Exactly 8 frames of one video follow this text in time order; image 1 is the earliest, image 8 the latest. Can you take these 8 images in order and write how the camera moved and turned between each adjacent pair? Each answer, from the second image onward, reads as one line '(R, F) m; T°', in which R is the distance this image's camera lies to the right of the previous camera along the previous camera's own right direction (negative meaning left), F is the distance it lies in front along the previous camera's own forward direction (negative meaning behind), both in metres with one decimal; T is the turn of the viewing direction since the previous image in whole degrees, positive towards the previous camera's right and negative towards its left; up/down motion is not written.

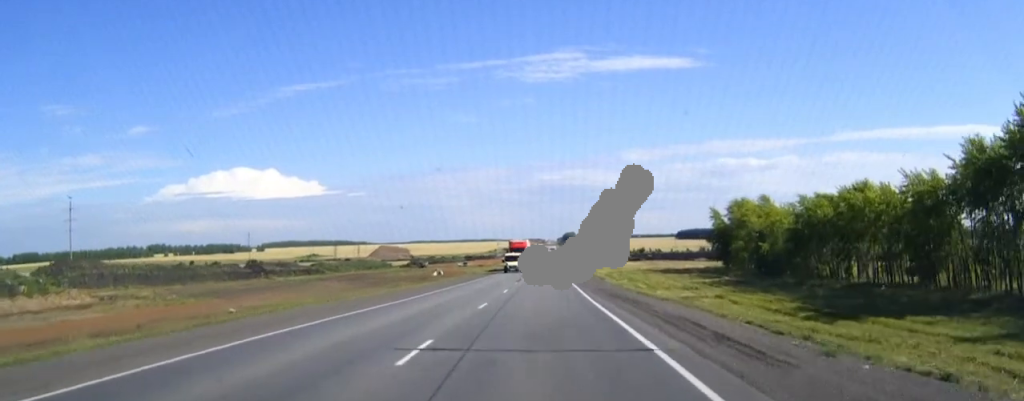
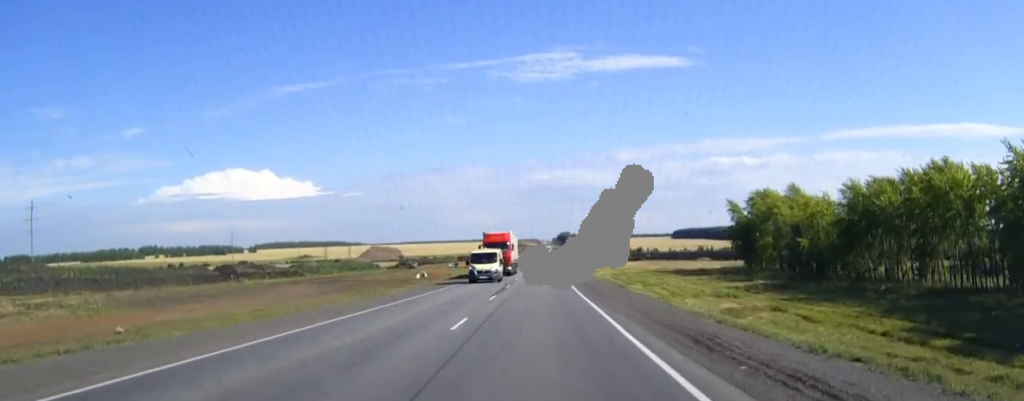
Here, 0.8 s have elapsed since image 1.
(+0.1, +17.9) m; 0°
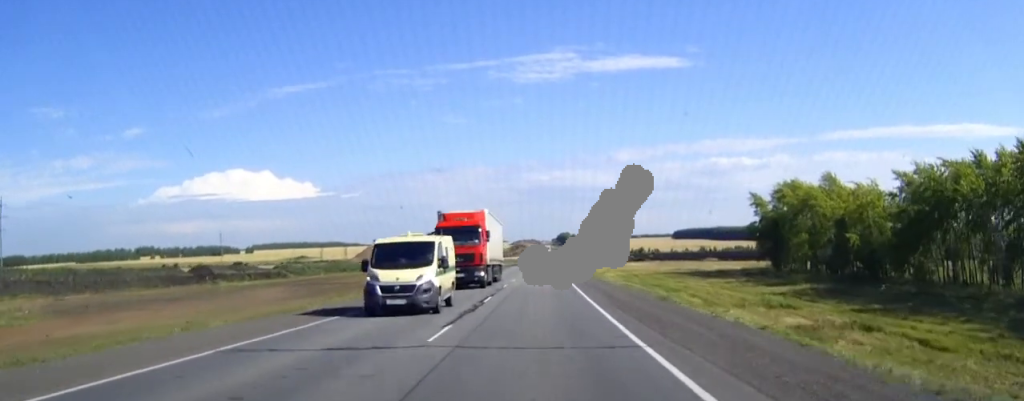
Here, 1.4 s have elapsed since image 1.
(0.0, +14.8) m; 0°
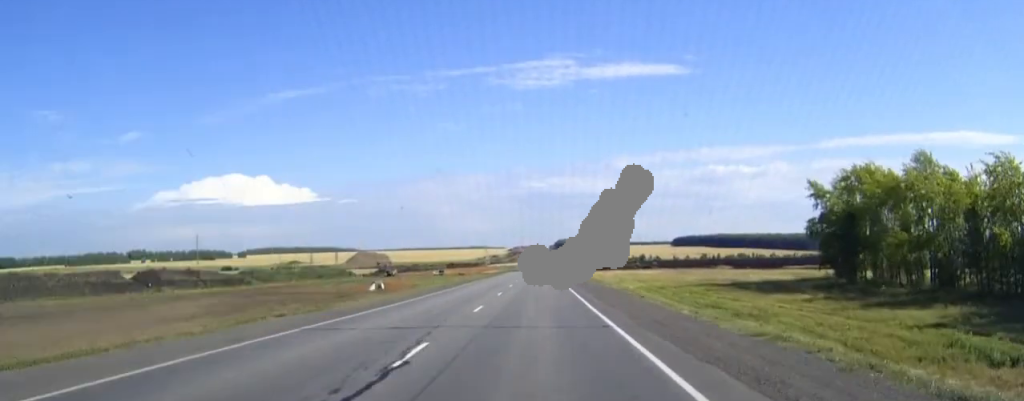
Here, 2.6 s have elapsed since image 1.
(+0.1, +26.9) m; 0°
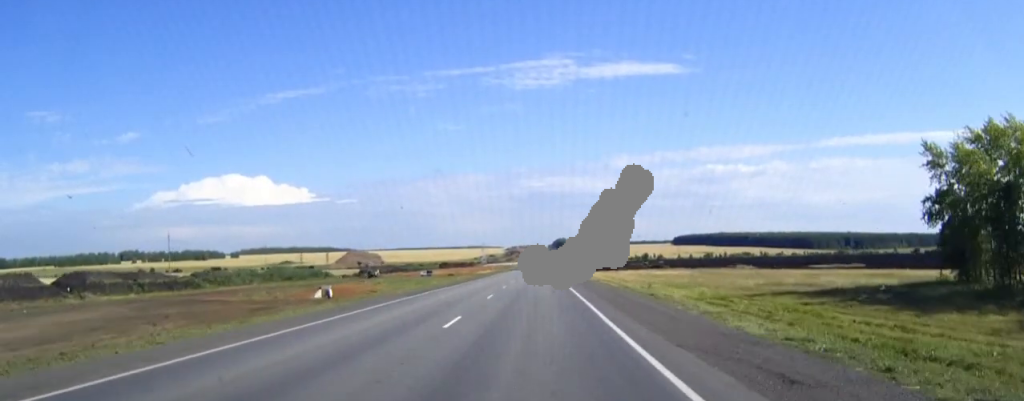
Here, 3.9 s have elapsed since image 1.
(0.0, +29.9) m; 0°
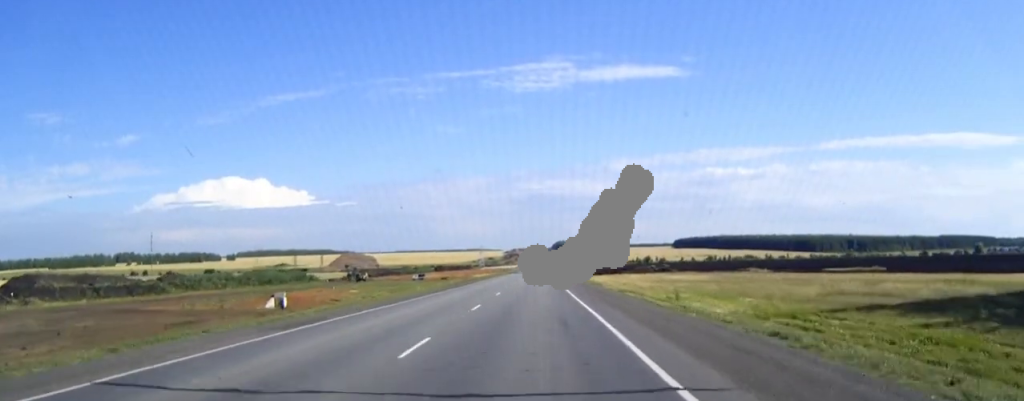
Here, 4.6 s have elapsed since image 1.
(0.0, +17.0) m; 0°
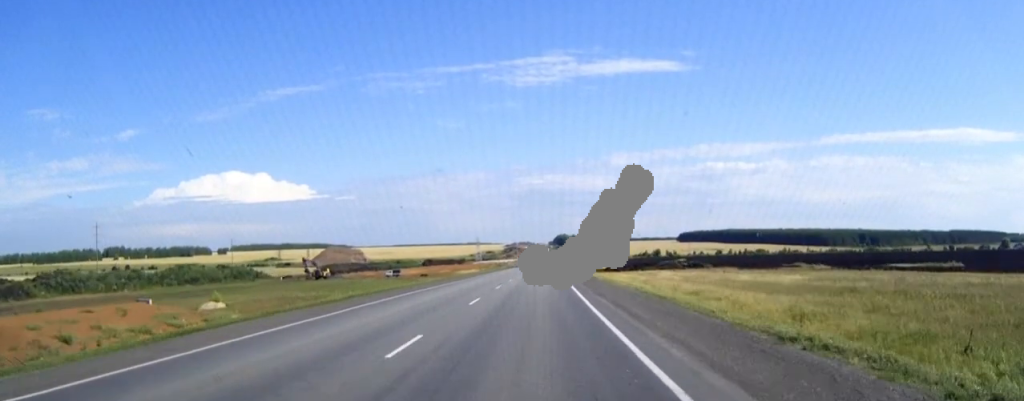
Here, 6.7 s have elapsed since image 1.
(+0.1, +48.3) m; 0°
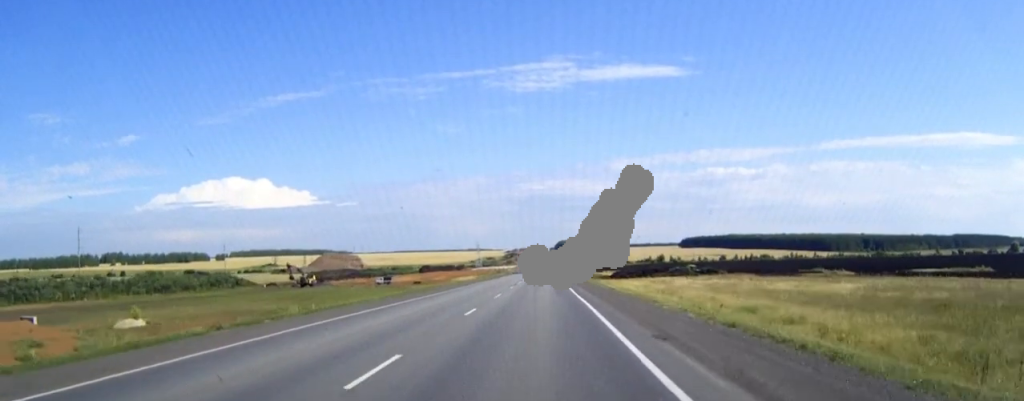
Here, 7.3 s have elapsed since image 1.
(0.0, +14.3) m; 0°
